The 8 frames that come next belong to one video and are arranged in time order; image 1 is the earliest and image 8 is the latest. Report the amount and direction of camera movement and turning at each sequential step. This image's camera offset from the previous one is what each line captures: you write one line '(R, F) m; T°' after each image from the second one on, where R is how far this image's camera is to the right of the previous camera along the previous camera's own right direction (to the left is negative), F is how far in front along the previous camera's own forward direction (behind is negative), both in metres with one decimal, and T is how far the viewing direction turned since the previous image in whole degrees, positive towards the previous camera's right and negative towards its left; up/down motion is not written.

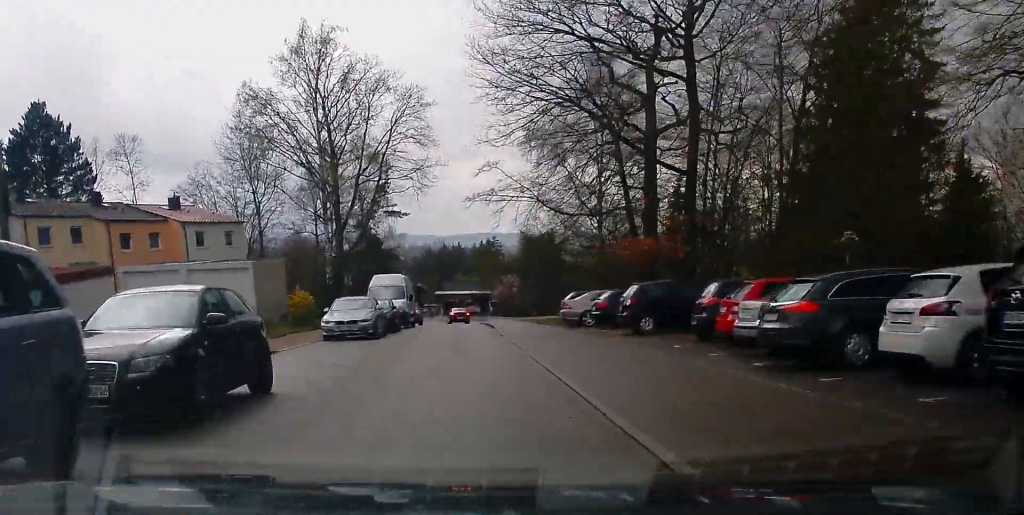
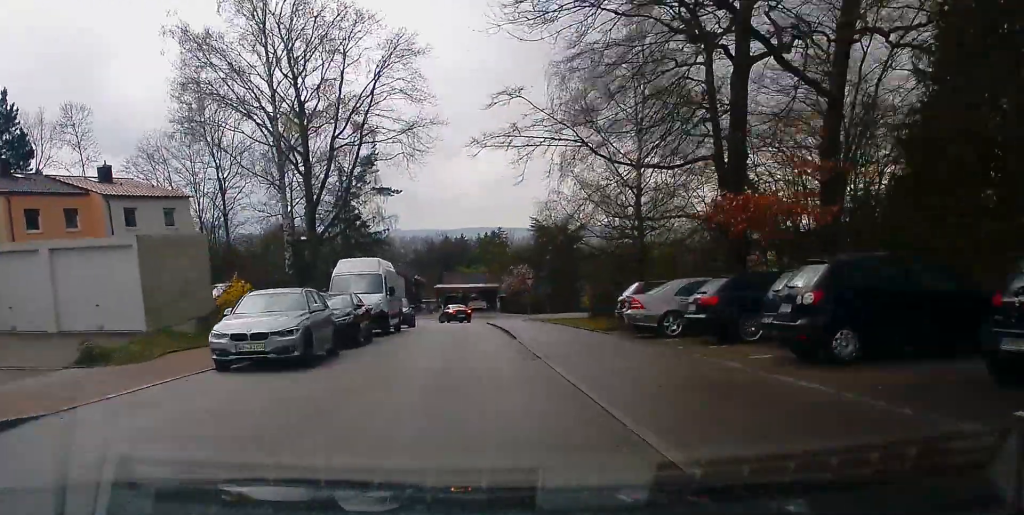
(+0.3, +11.6) m; 0°
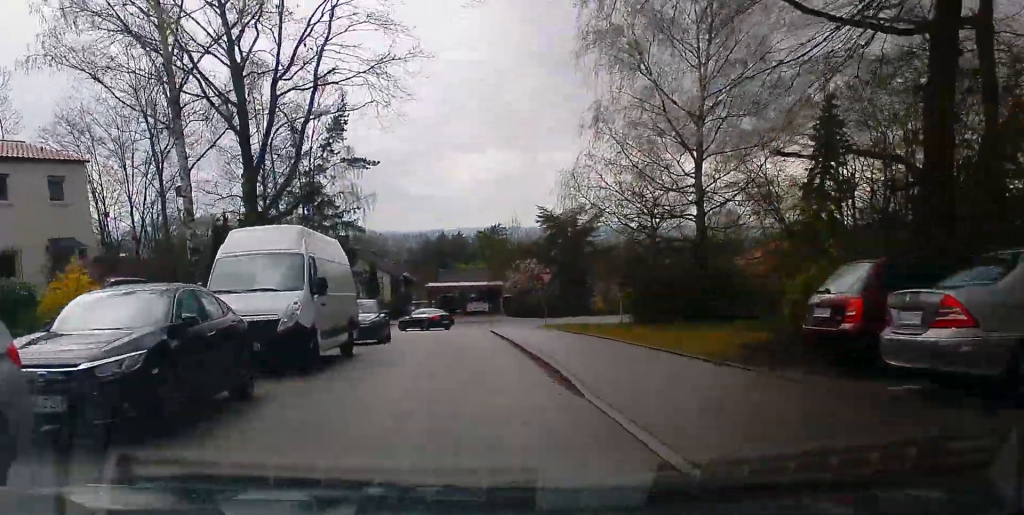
(-0.2, +12.1) m; -1°
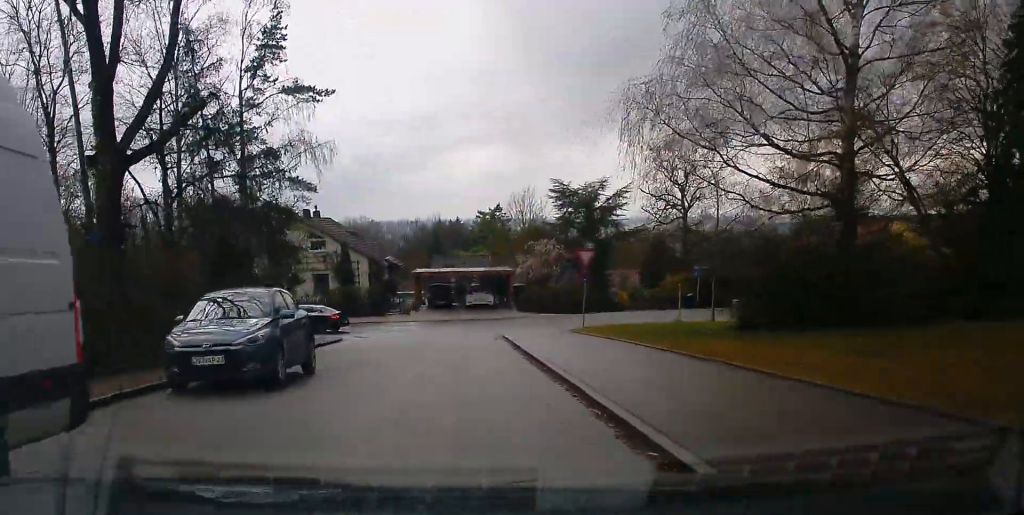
(-0.2, +13.0) m; -2°
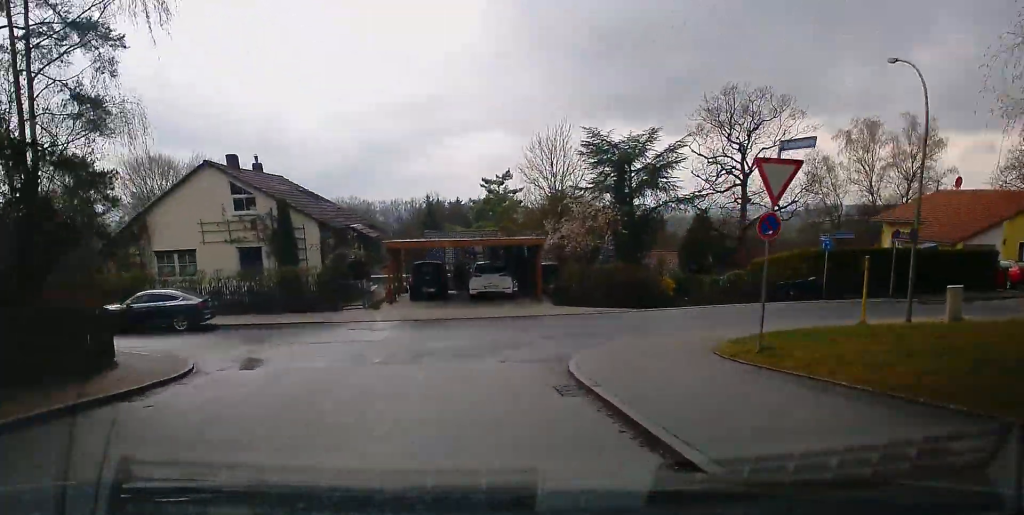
(-0.3, +14.8) m; -1°
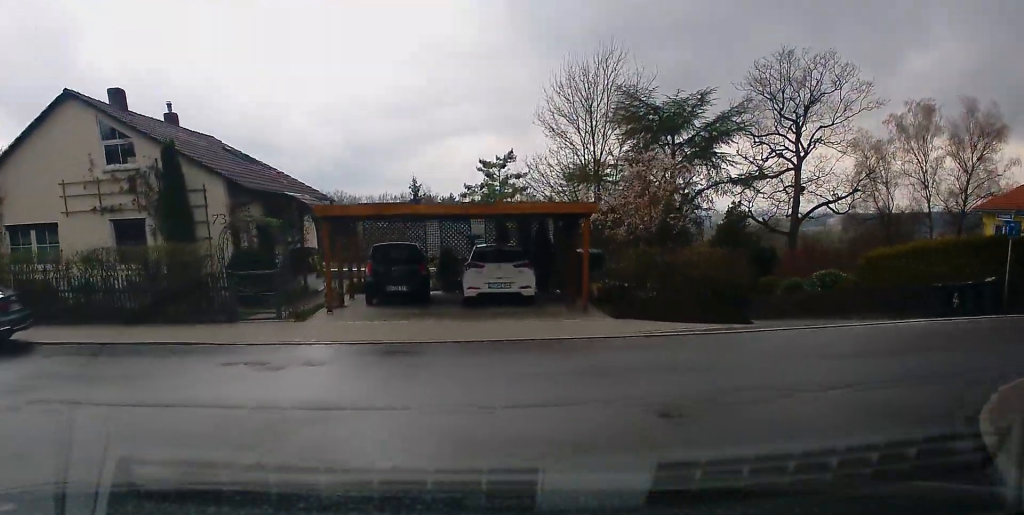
(-0.1, +12.0) m; -12°
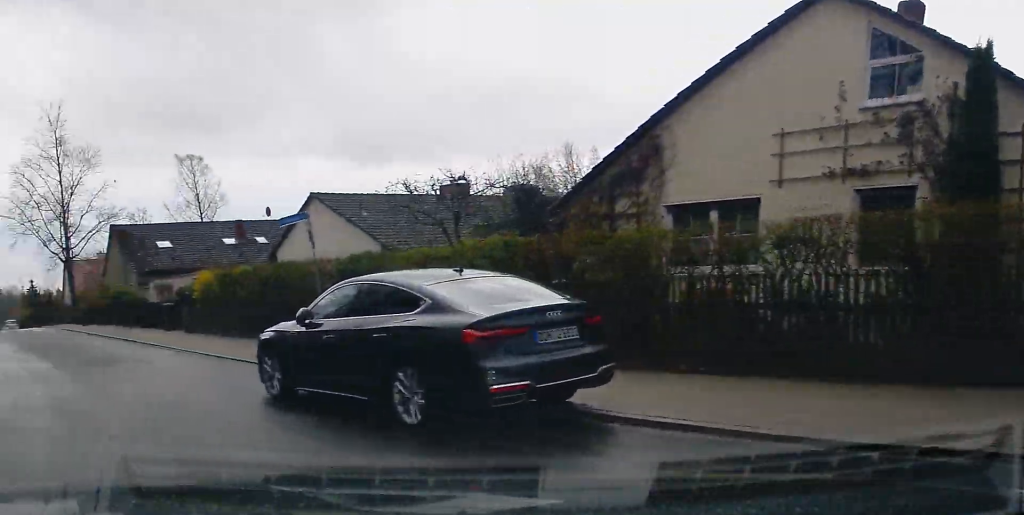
(-9.0, +13.7) m; -59°
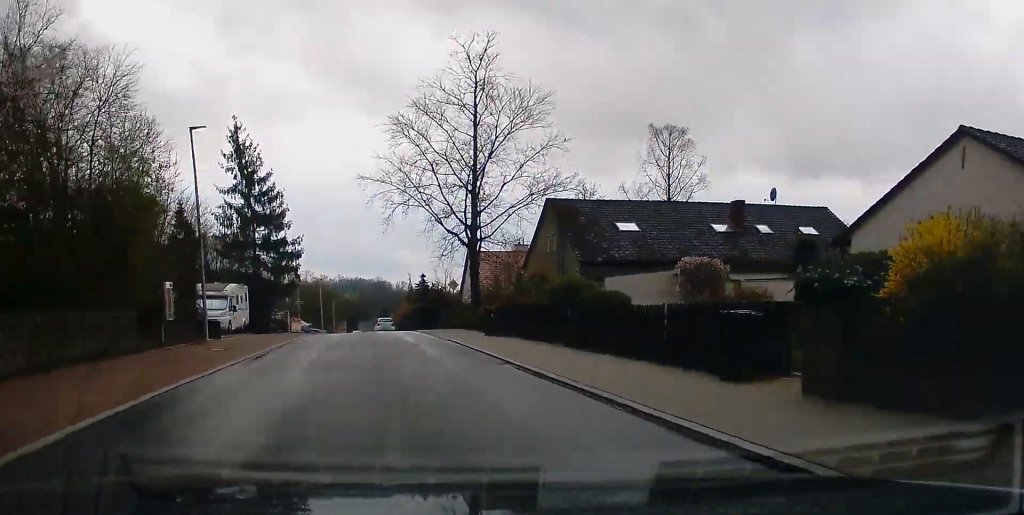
(-2.5, +18.3) m; -10°
